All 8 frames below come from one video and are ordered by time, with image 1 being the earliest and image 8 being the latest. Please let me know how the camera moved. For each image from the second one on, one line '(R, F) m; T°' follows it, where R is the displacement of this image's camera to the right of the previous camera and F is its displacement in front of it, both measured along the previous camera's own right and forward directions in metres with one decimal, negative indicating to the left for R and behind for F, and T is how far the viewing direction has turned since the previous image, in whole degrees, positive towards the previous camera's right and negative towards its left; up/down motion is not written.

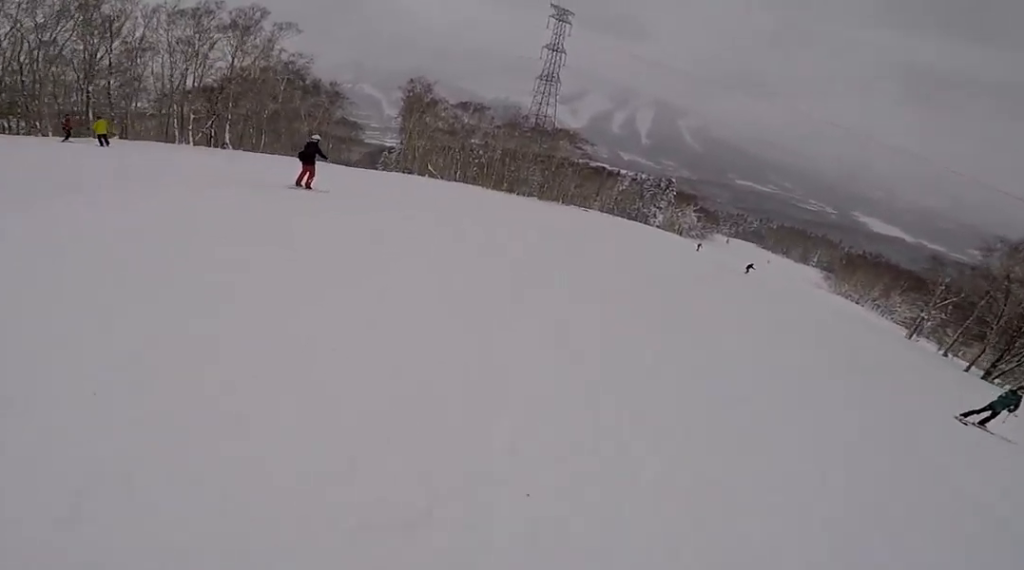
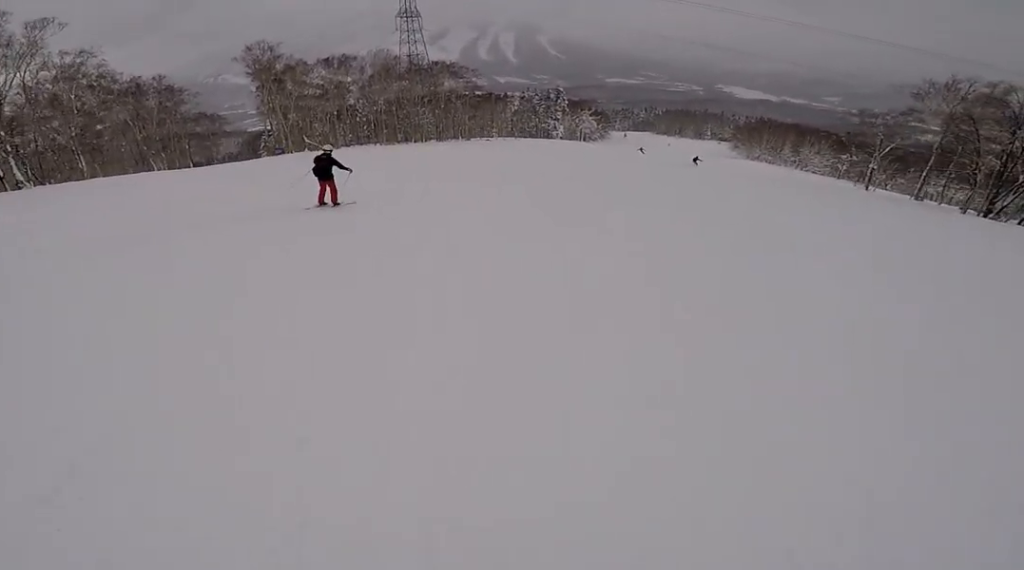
(-1.7, +11.2) m; -5°
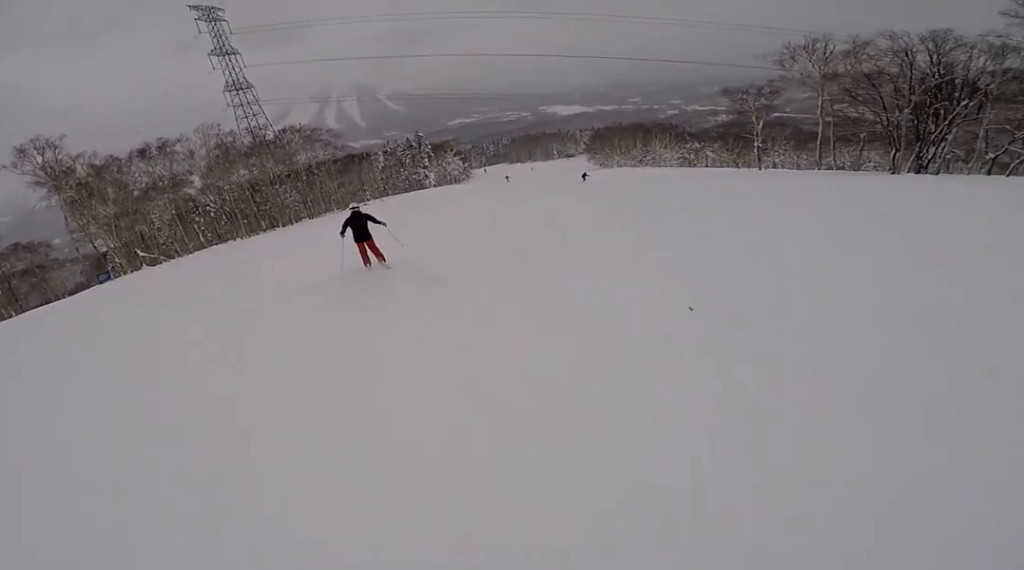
(+0.8, +11.5) m; +9°
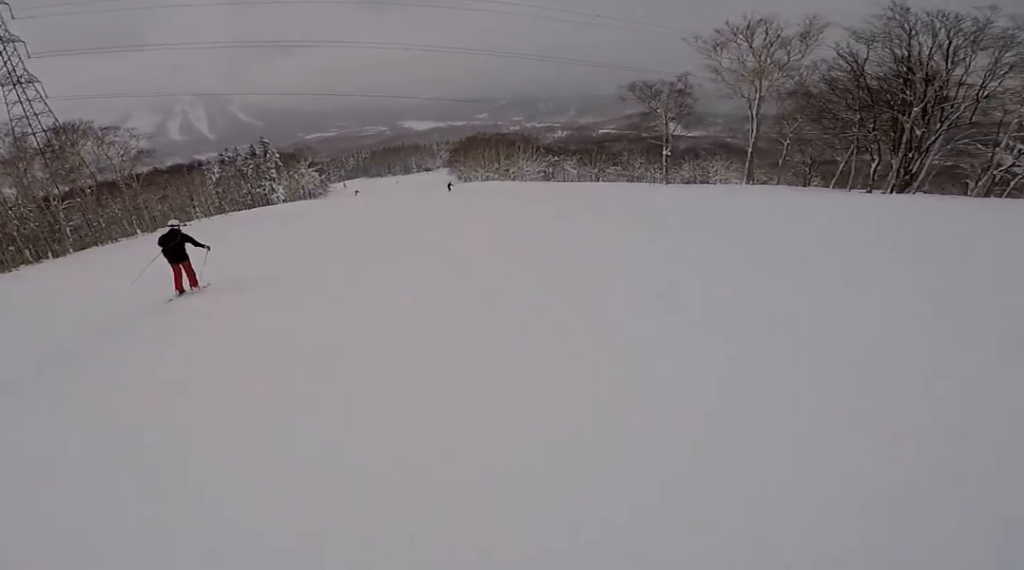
(+2.2, +16.5) m; +12°
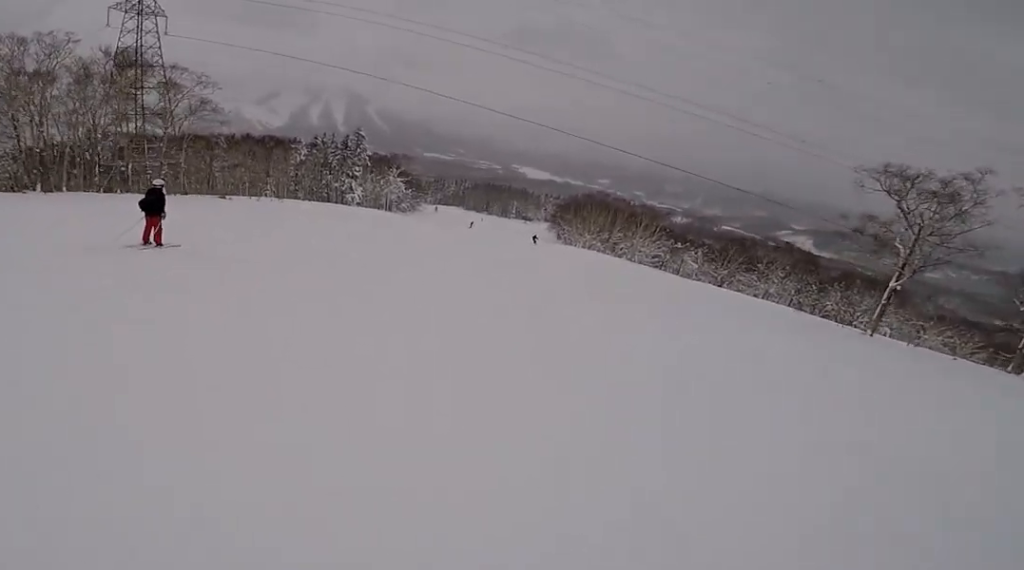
(+1.0, +15.8) m; -2°
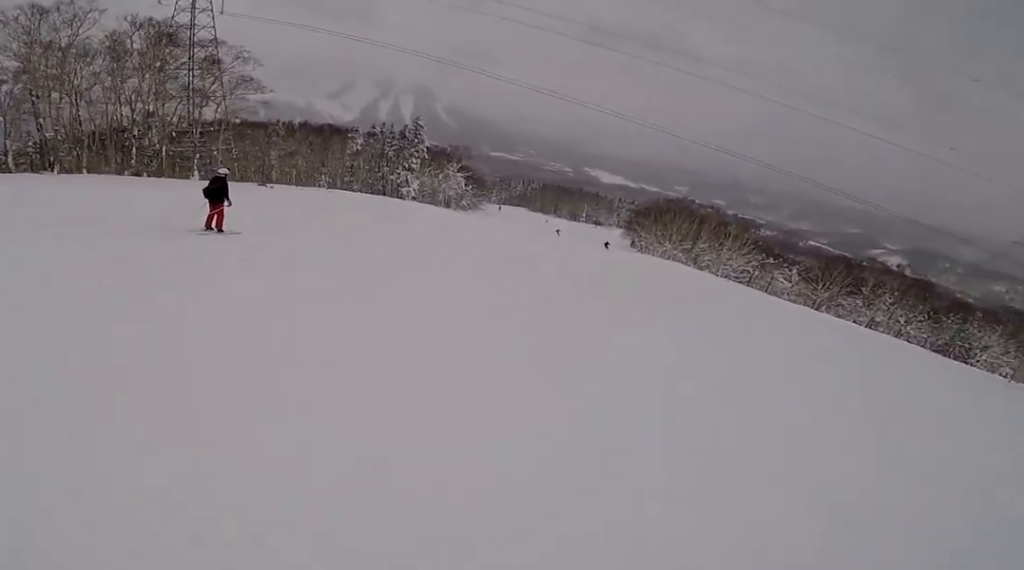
(+0.4, +6.6) m; -5°
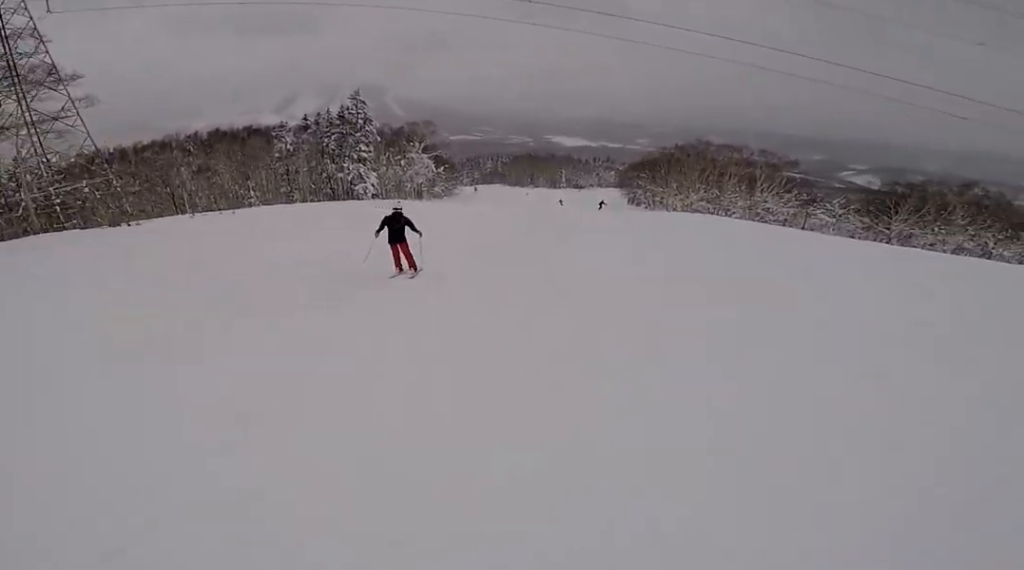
(-2.0, +18.9) m; +2°
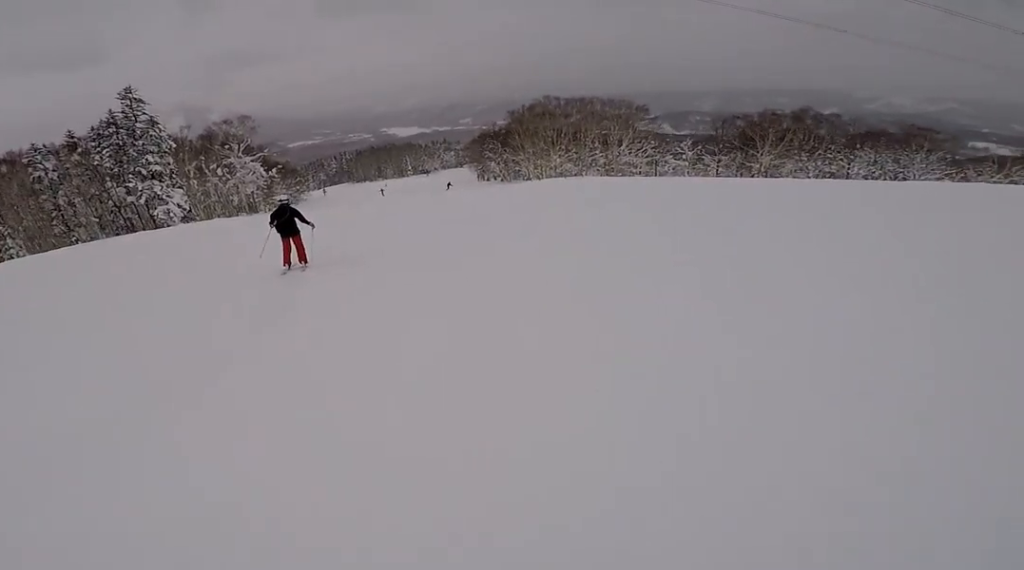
(+1.9, +14.2) m; +11°
